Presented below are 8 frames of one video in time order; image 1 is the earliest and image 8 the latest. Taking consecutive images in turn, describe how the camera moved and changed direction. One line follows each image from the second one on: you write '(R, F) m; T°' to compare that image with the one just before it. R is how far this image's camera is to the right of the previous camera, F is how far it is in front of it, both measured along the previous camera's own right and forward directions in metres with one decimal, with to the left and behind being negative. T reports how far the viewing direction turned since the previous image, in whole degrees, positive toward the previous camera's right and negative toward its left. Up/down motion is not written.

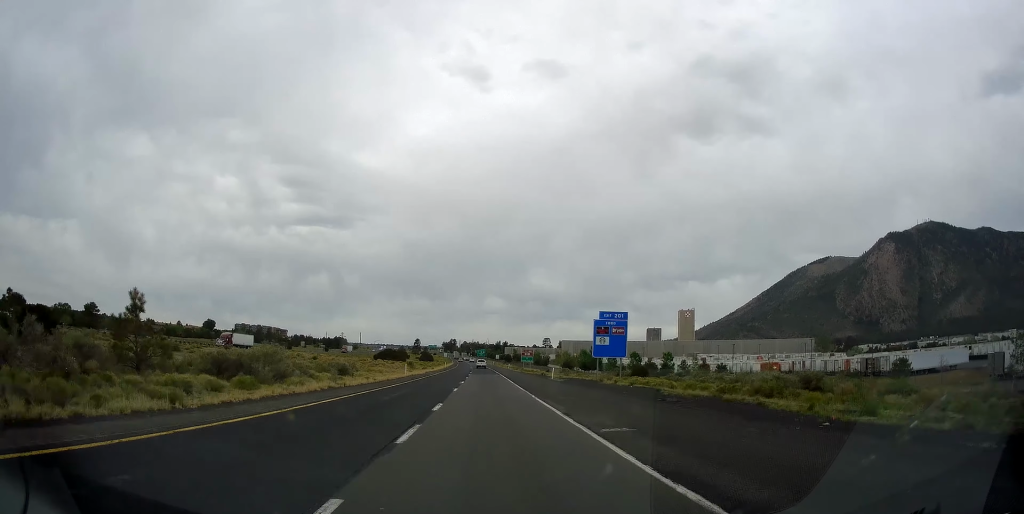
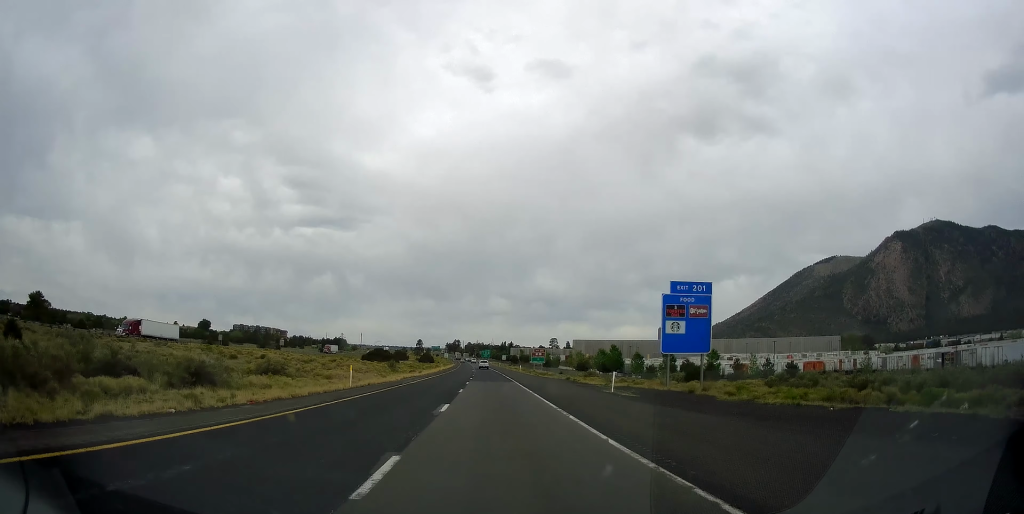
(-0.2, +24.1) m; 0°
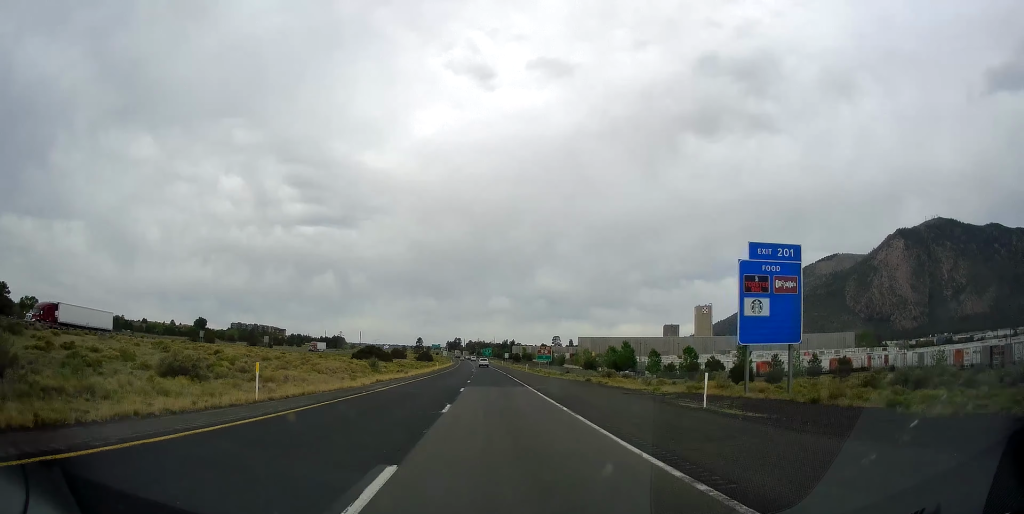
(0.0, +13.1) m; 0°
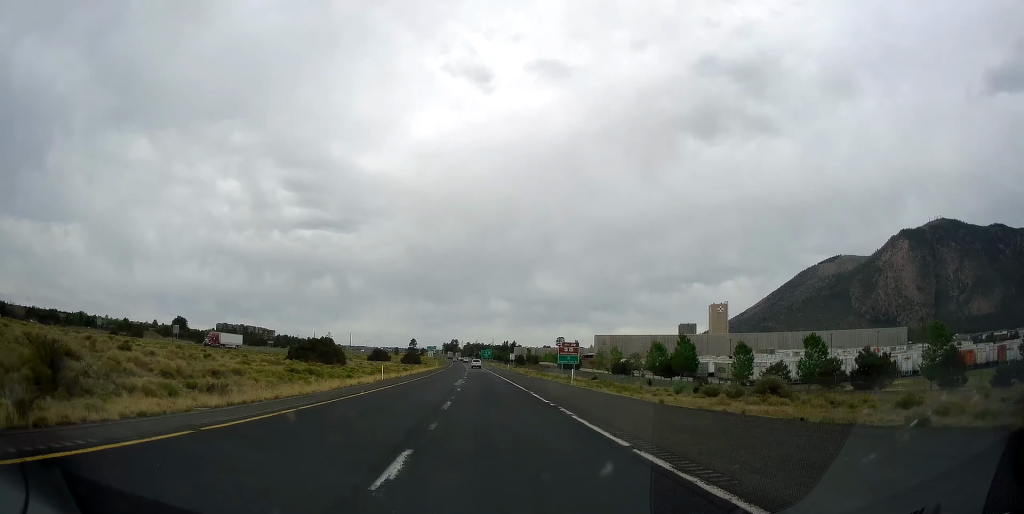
(0.0, +47.6) m; 0°
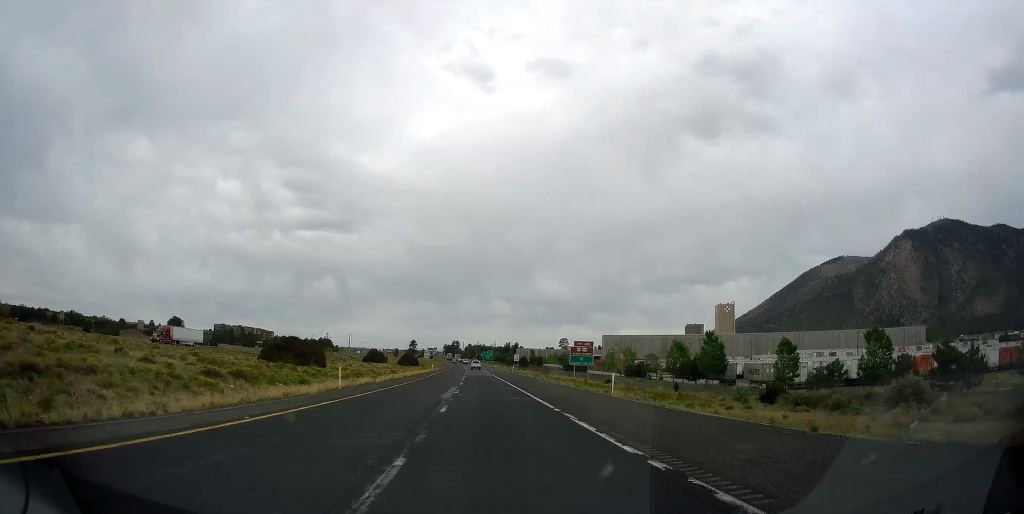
(+0.1, +13.2) m; 0°
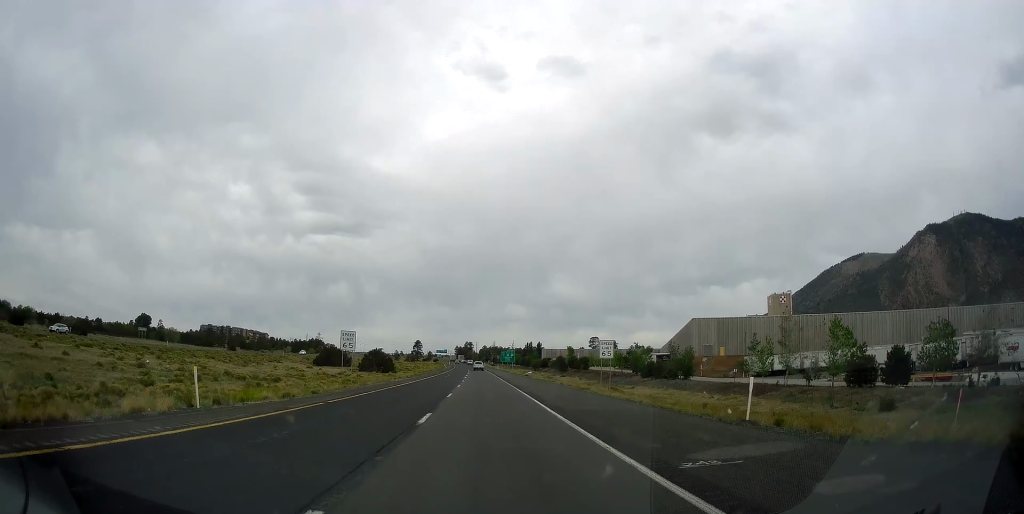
(-0.6, +89.1) m; -1°
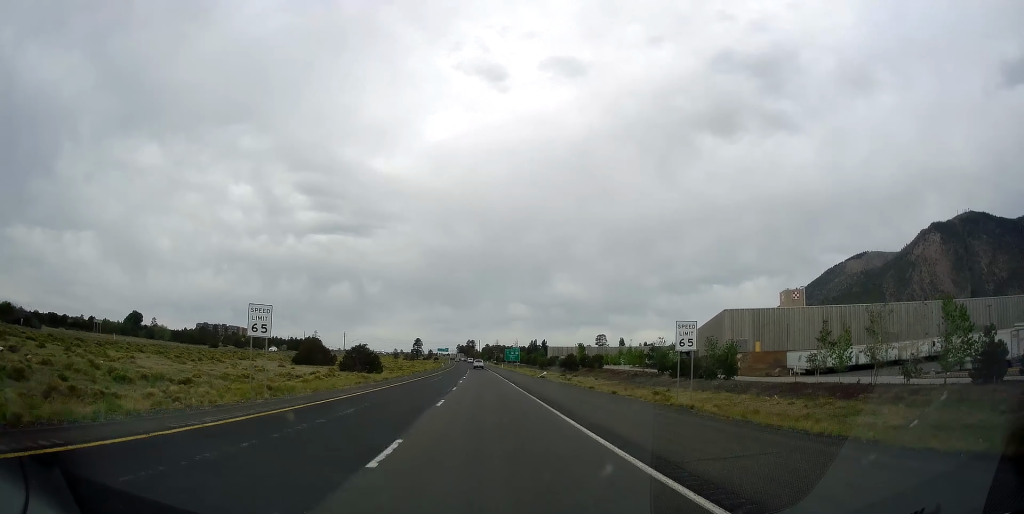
(-0.1, +19.1) m; 0°
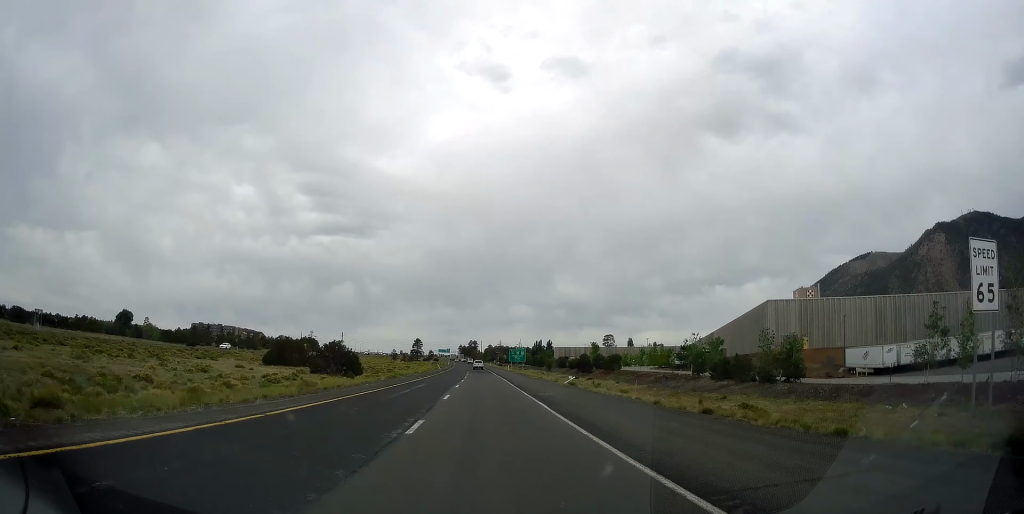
(0.0, +20.1) m; 0°
